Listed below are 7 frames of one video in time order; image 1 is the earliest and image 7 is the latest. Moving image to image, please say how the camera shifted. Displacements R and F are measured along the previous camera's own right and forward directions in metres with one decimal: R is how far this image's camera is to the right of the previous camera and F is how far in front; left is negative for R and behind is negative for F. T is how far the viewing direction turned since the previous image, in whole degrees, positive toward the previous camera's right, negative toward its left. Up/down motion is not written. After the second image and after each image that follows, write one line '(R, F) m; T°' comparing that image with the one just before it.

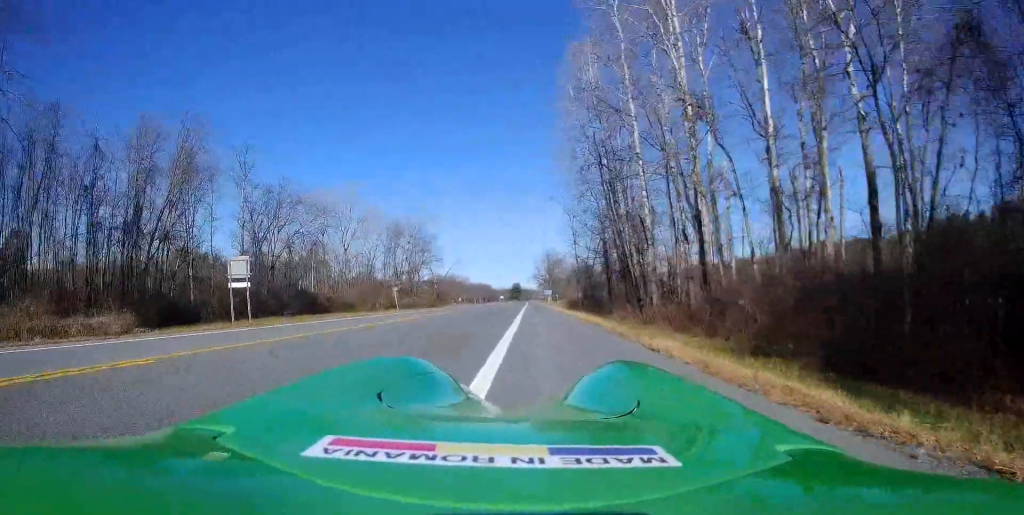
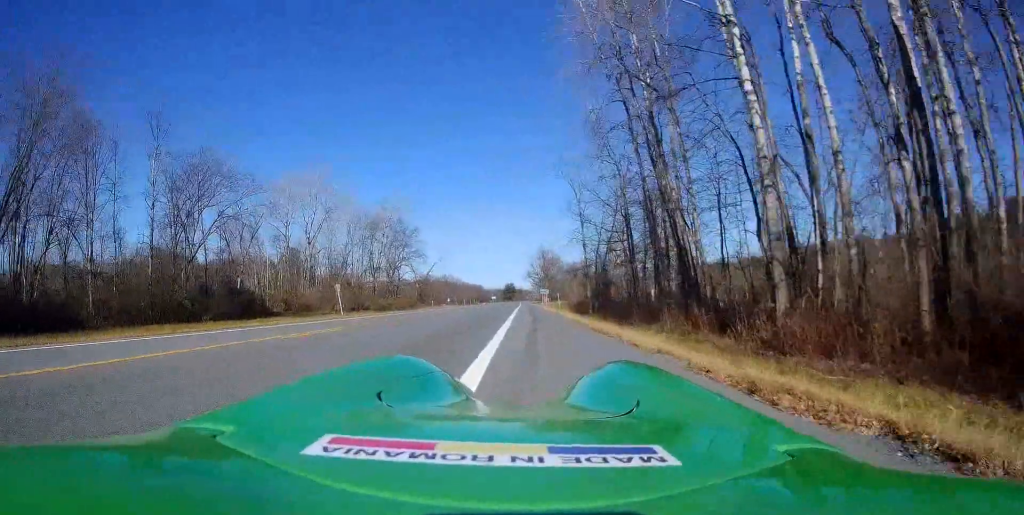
(+0.5, +16.4) m; +3°
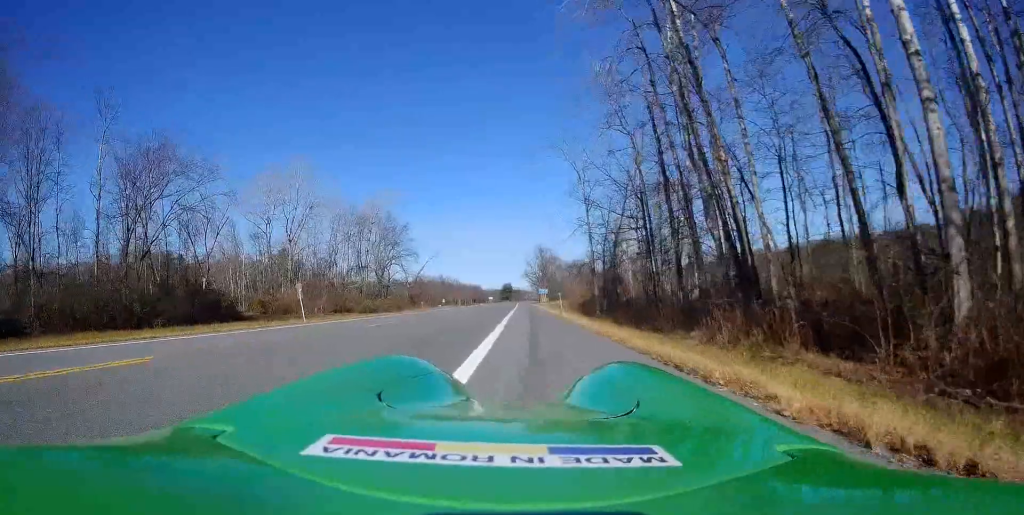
(0.0, +7.2) m; -2°
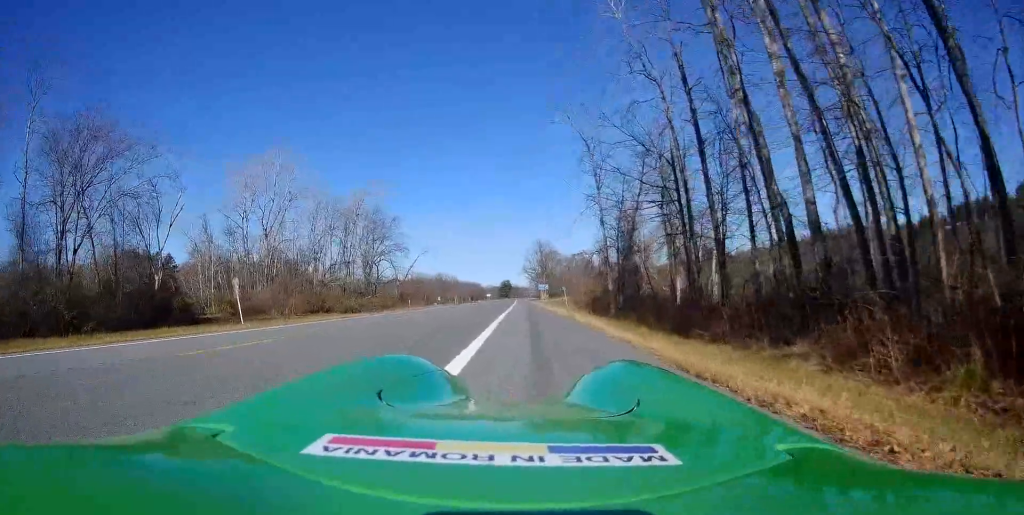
(-0.3, +8.4) m; -1°
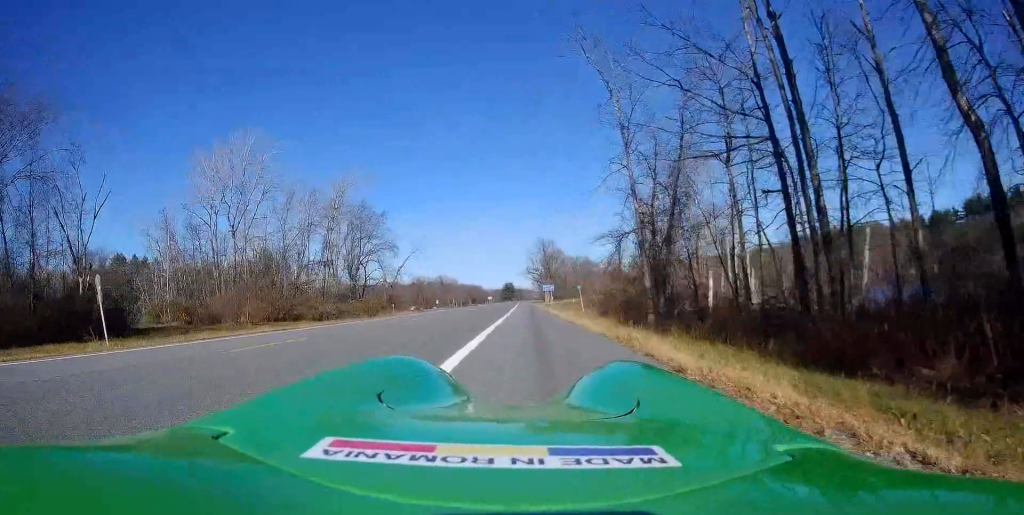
(+0.3, +10.8) m; +2°
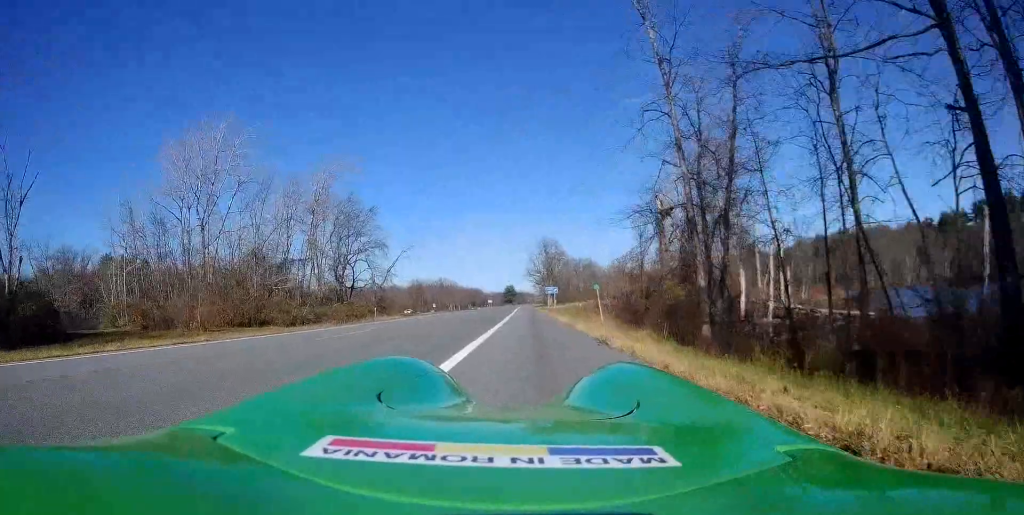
(-0.1, +8.1) m; -3°
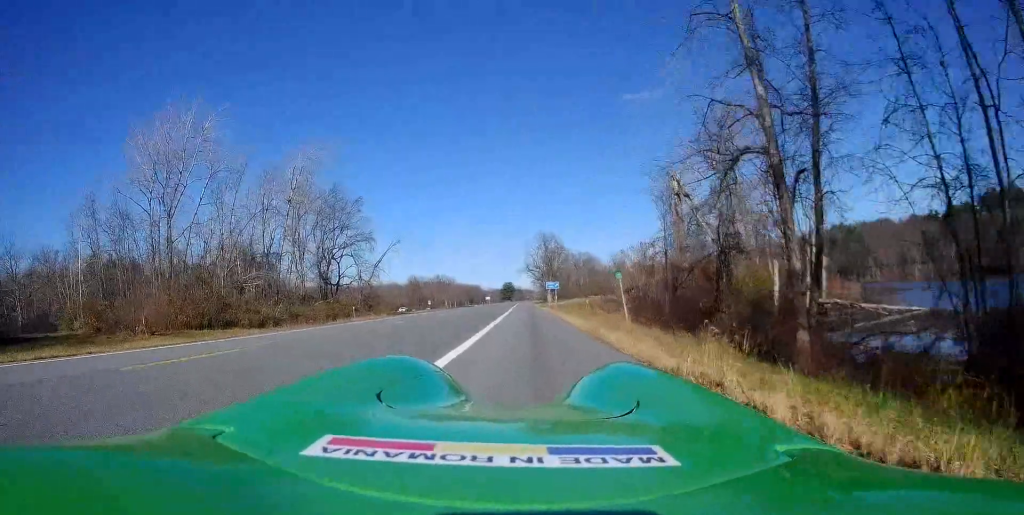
(-0.3, +6.9) m; -2°
